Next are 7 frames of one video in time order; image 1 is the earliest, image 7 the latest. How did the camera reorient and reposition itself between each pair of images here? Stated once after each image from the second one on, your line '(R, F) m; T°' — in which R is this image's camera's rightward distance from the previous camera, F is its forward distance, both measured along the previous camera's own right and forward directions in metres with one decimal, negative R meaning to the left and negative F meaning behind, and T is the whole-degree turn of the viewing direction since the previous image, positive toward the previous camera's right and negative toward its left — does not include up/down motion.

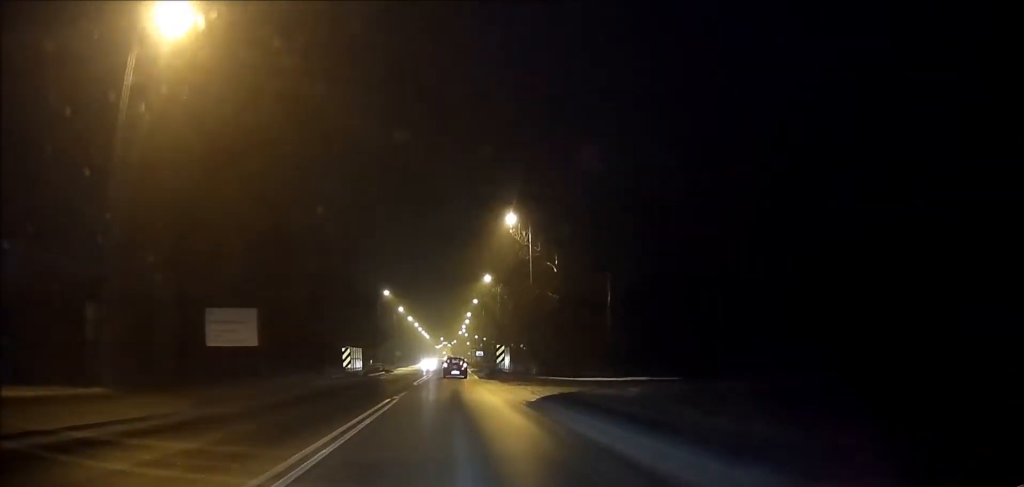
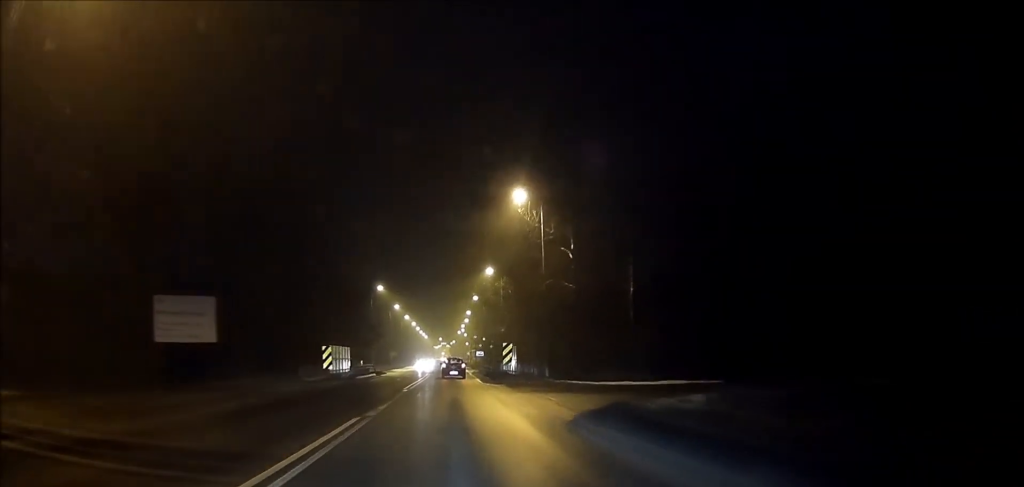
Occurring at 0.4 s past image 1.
(-0.1, +6.6) m; 0°
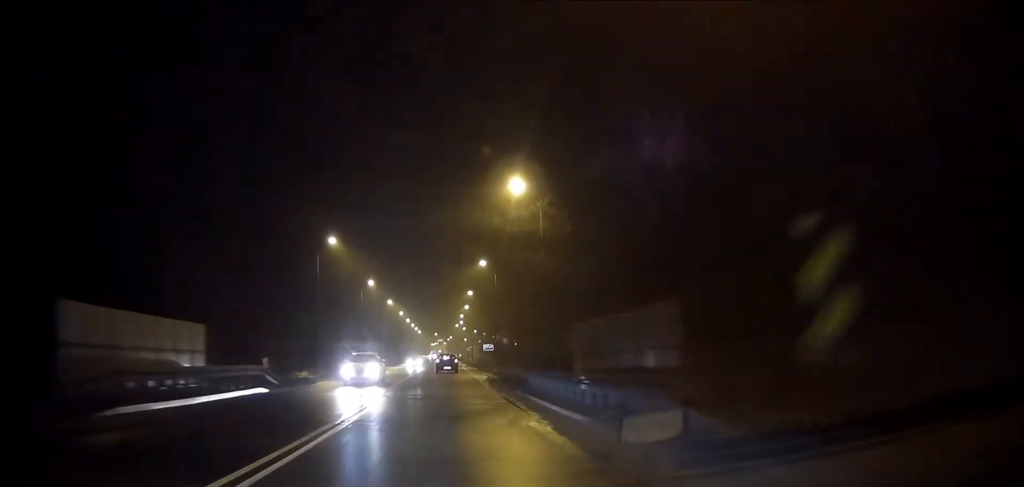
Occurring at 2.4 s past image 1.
(+0.2, +33.3) m; +1°
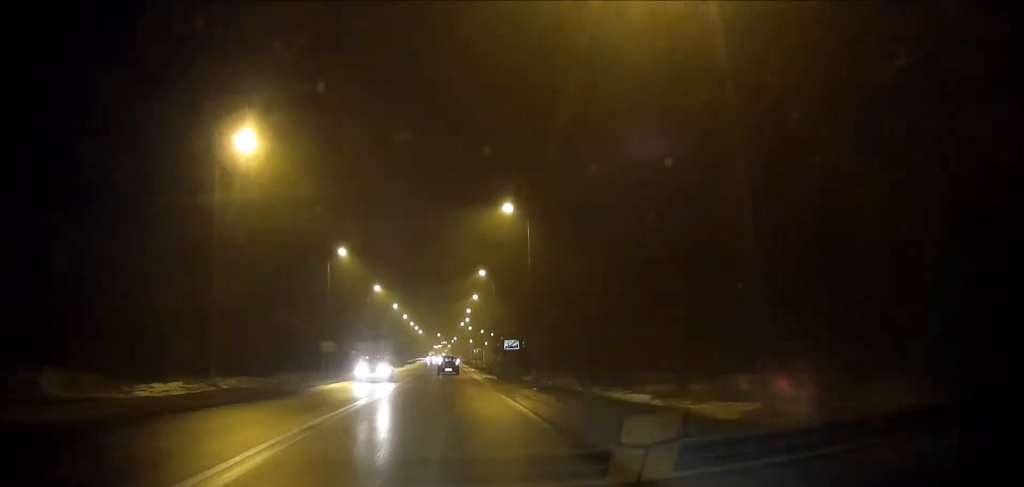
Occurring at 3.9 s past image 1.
(0.0, +25.4) m; 0°
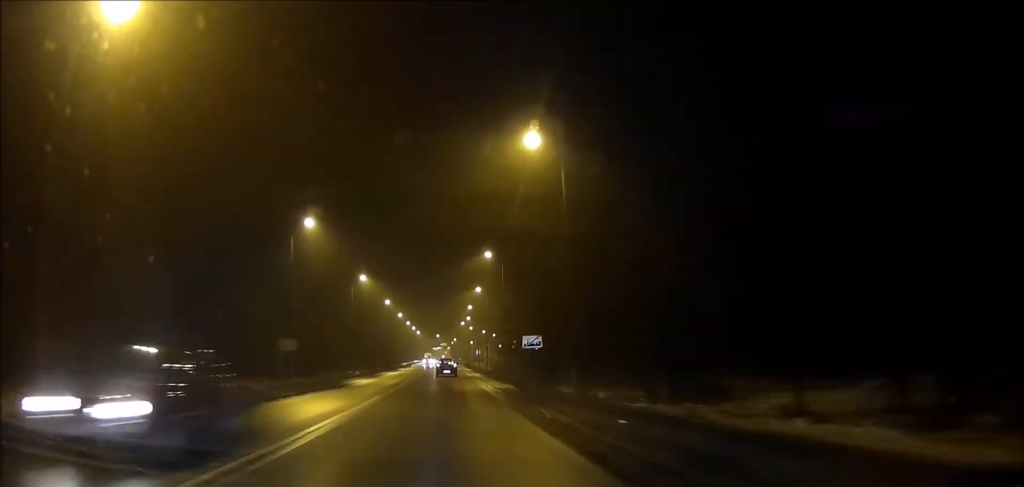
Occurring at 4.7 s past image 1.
(0.0, +13.7) m; 0°
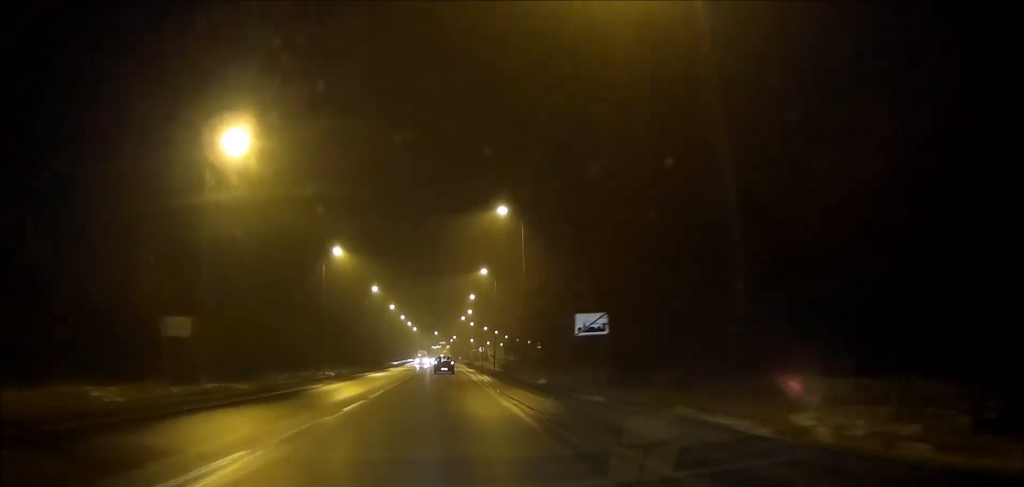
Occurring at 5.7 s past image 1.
(0.0, +16.8) m; 0°
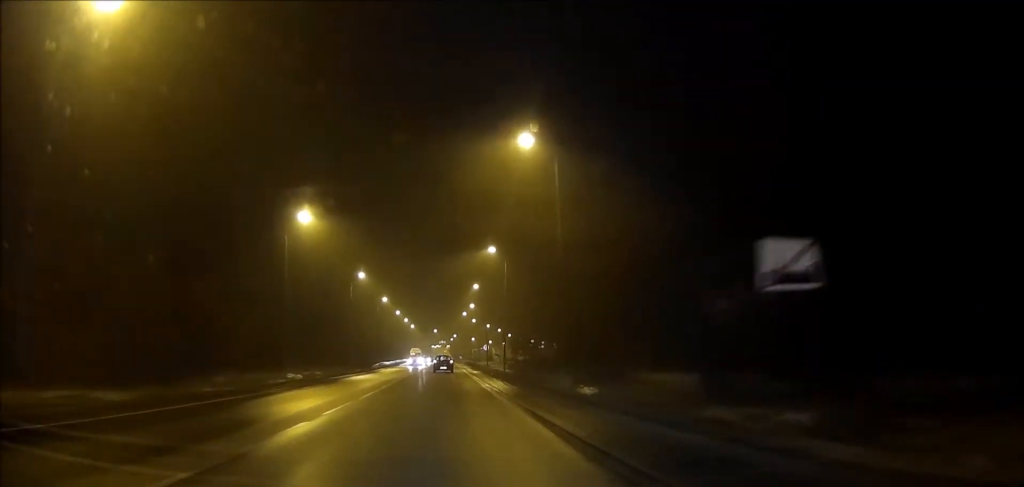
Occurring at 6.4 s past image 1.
(-0.1, +13.6) m; 0°
